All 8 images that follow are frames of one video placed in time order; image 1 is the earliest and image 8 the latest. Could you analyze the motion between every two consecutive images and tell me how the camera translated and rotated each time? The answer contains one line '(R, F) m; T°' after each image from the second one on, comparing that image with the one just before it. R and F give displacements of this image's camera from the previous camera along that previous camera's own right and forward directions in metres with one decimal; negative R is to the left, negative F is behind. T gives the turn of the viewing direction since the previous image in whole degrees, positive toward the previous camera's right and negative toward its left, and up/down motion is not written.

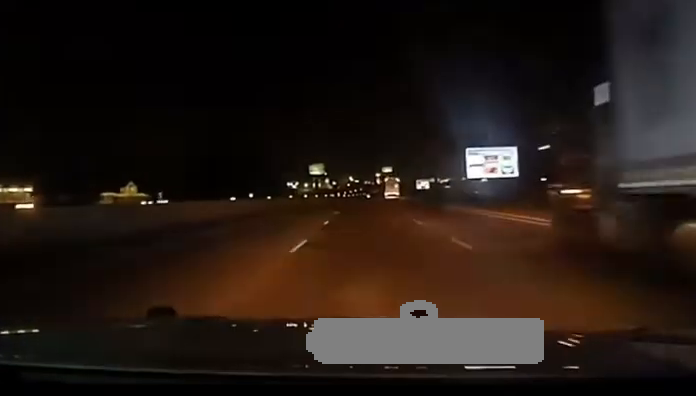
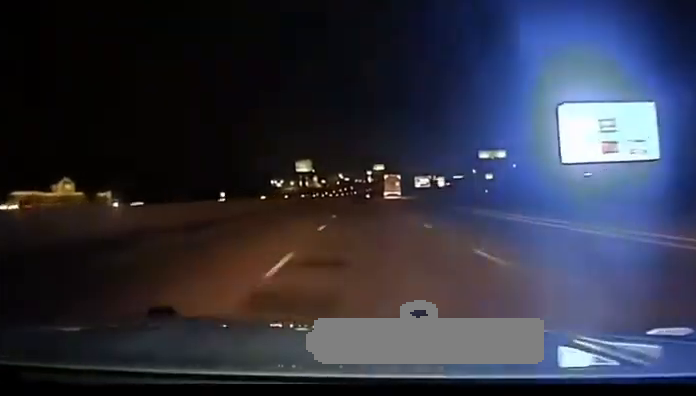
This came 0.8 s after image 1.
(+0.2, +43.1) m; +1°
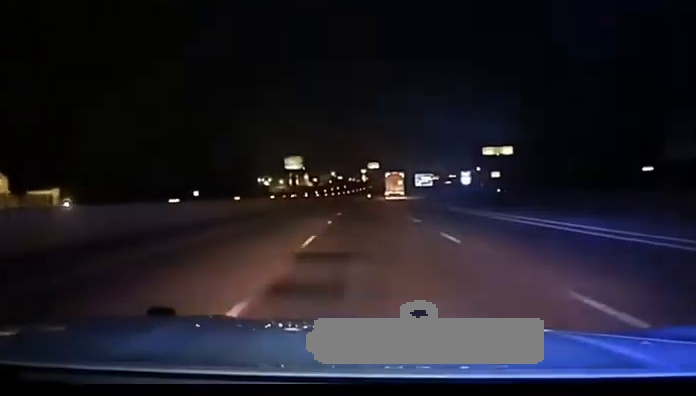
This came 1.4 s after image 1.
(+0.2, +30.5) m; +1°
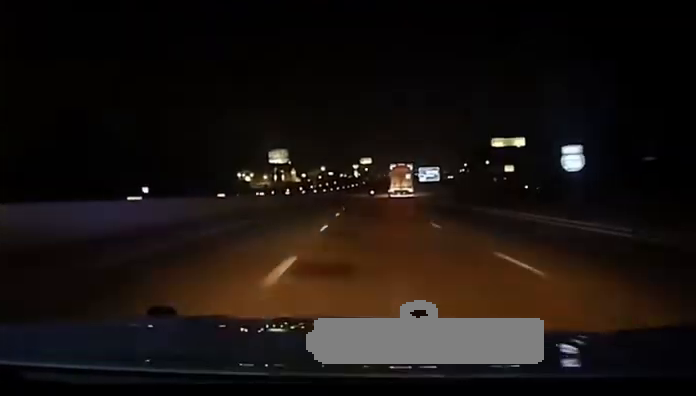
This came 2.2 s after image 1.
(+0.3, +40.1) m; +1°
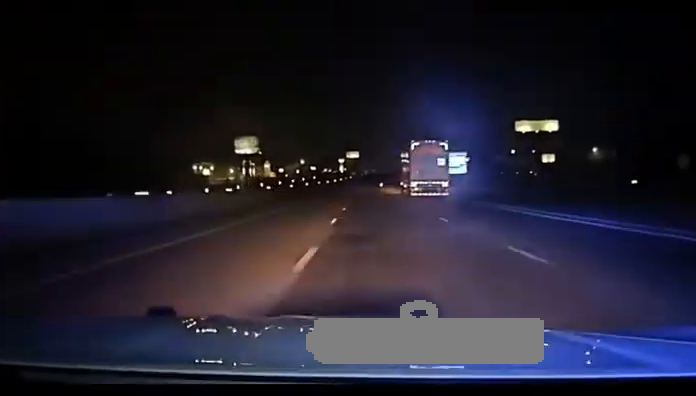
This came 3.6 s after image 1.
(+0.7, +61.5) m; +1°
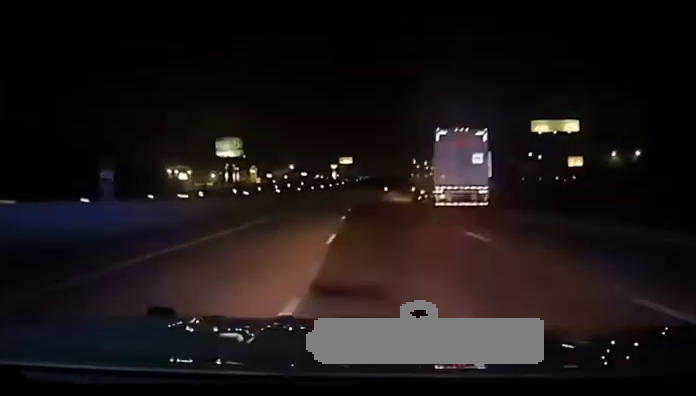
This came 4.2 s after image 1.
(+0.1, +26.8) m; 0°
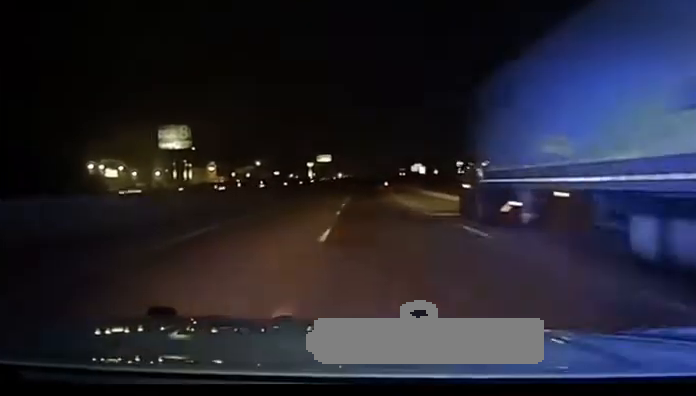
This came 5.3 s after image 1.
(+0.4, +58.6) m; +1°
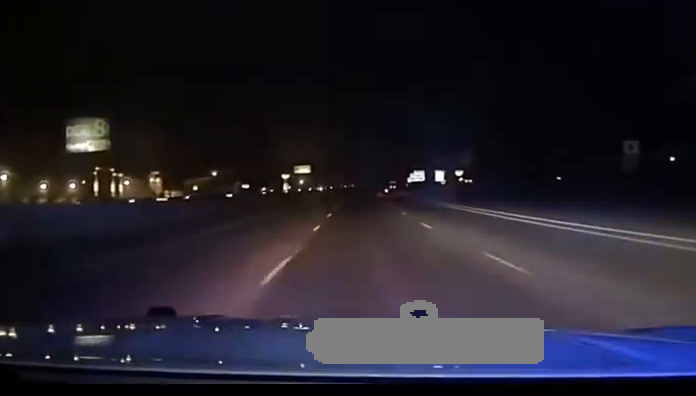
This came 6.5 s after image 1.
(+0.8, +69.2) m; +2°
